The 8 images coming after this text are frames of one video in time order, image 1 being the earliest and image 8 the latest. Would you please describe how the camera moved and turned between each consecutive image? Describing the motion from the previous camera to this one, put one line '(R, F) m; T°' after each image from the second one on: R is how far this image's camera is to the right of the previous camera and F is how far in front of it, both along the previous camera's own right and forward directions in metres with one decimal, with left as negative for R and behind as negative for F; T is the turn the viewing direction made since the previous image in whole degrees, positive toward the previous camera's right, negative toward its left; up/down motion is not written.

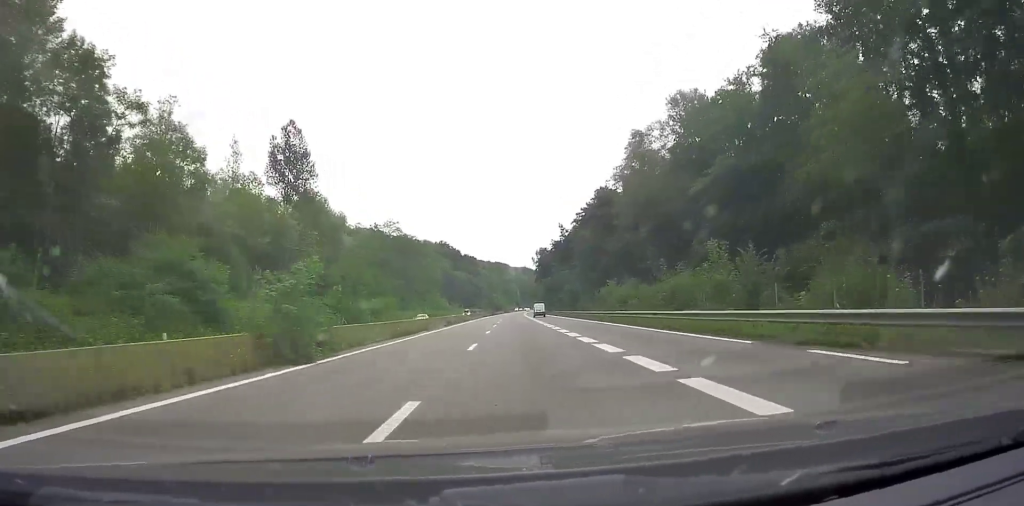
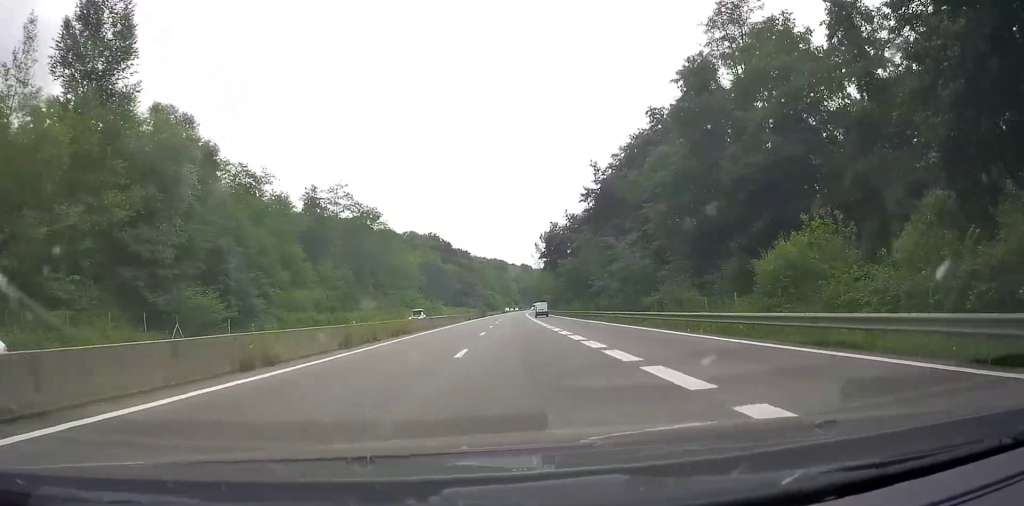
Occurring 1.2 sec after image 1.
(-0.3, +42.4) m; 0°
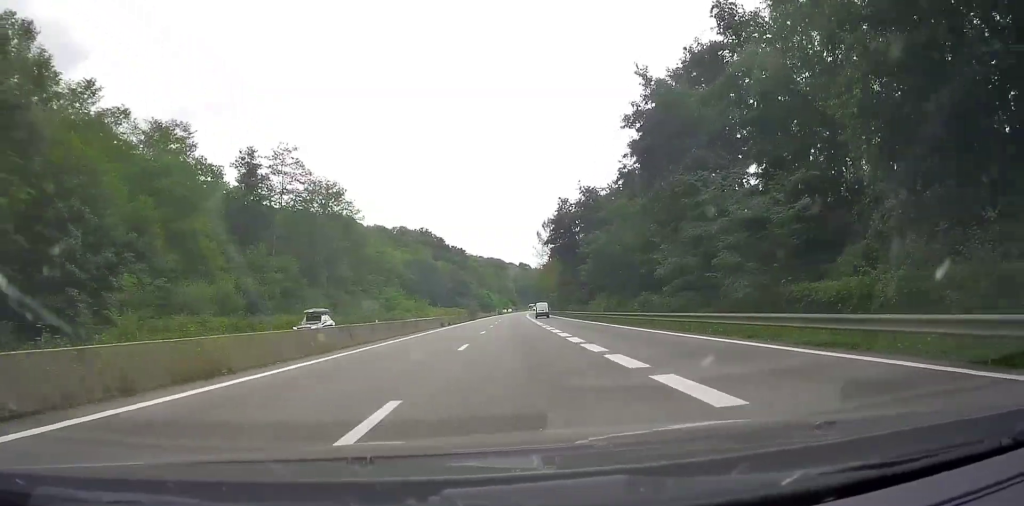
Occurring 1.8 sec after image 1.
(0.0, +24.8) m; 0°
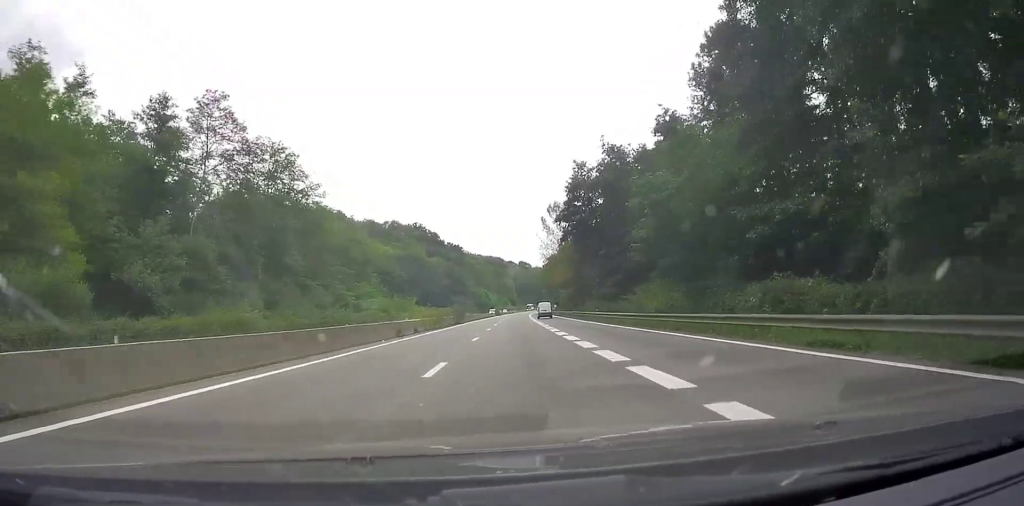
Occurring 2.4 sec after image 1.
(-0.1, +22.1) m; 0°
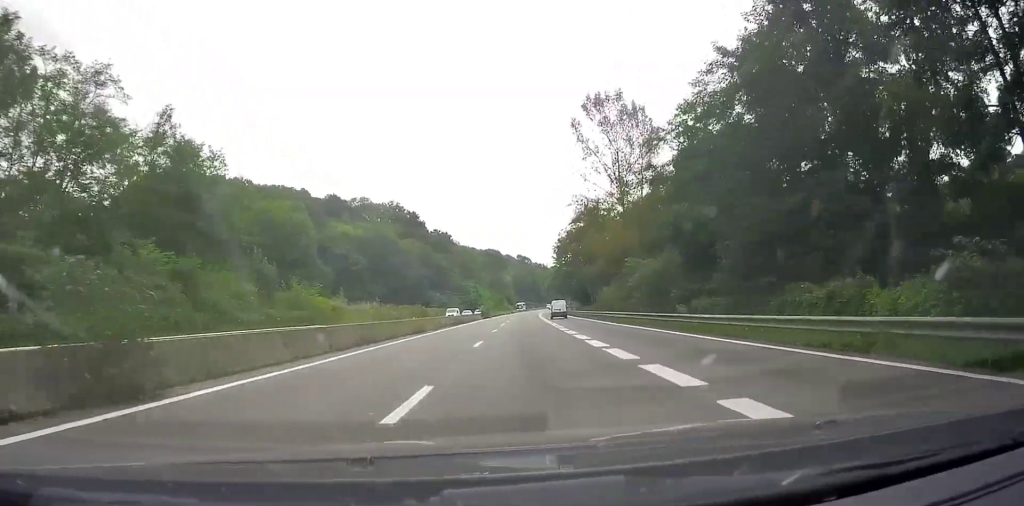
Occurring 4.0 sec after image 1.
(+0.7, +65.0) m; +1°
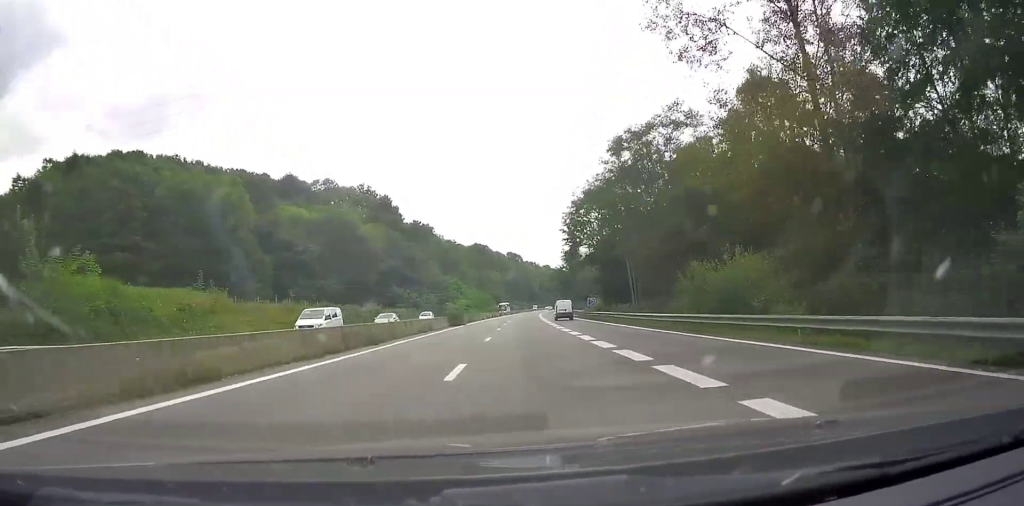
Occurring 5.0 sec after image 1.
(+0.1, +38.4) m; +1°
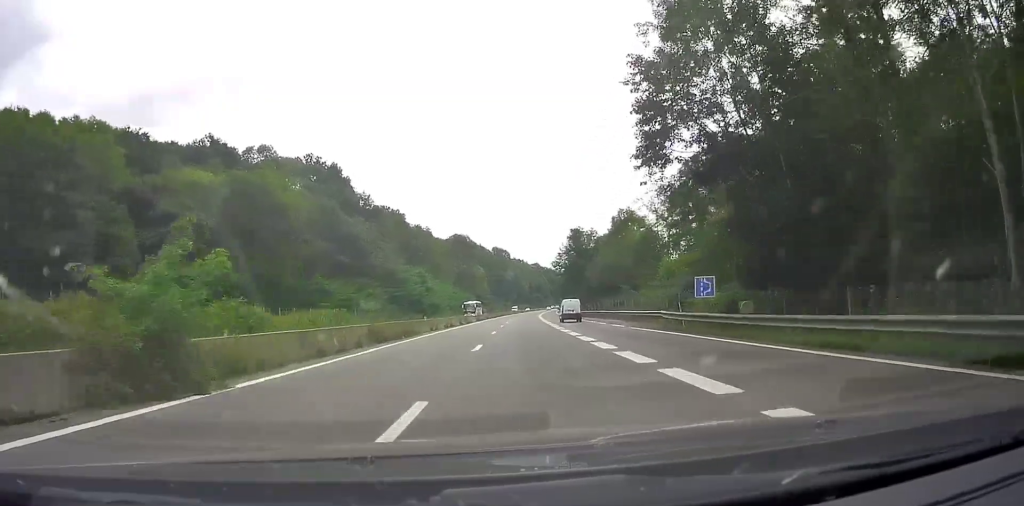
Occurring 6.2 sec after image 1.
(+0.6, +46.4) m; +1°
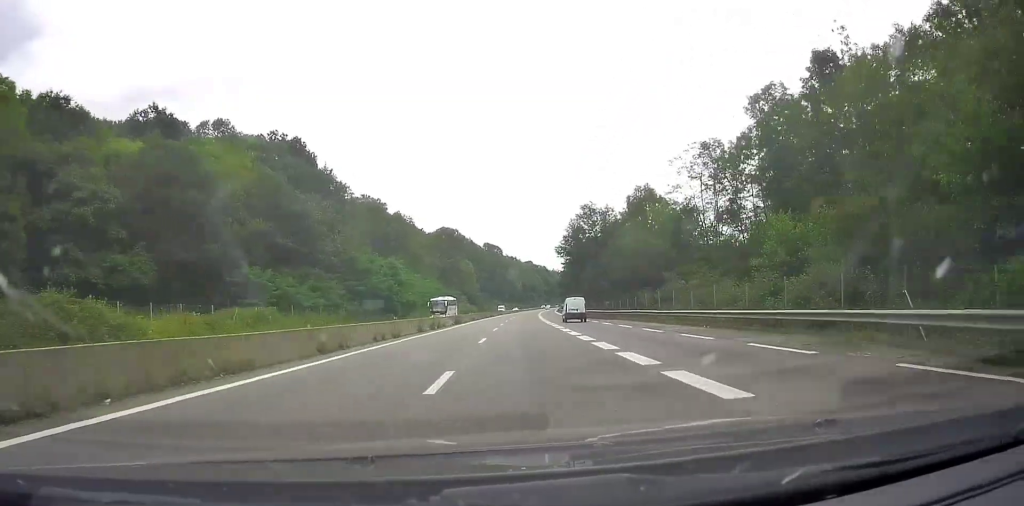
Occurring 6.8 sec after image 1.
(+0.1, +21.8) m; +1°
